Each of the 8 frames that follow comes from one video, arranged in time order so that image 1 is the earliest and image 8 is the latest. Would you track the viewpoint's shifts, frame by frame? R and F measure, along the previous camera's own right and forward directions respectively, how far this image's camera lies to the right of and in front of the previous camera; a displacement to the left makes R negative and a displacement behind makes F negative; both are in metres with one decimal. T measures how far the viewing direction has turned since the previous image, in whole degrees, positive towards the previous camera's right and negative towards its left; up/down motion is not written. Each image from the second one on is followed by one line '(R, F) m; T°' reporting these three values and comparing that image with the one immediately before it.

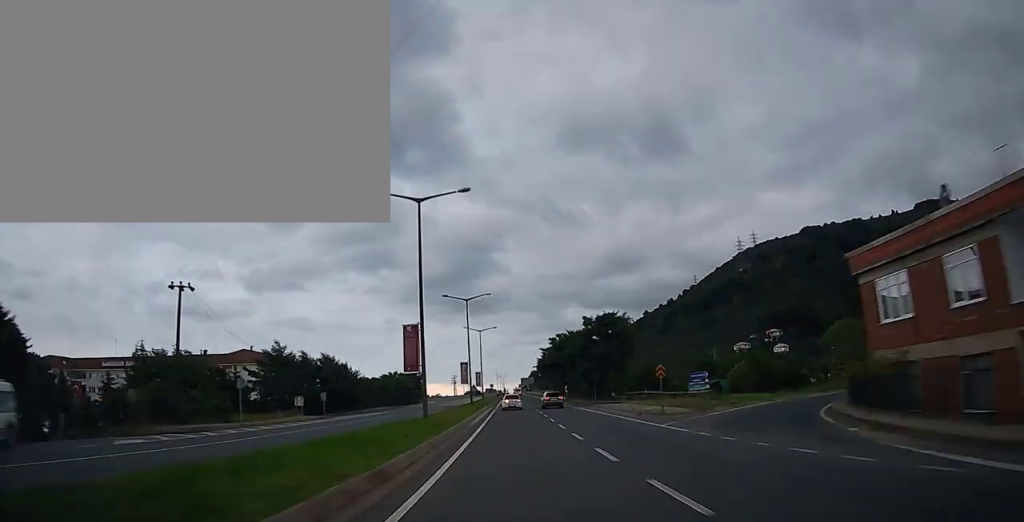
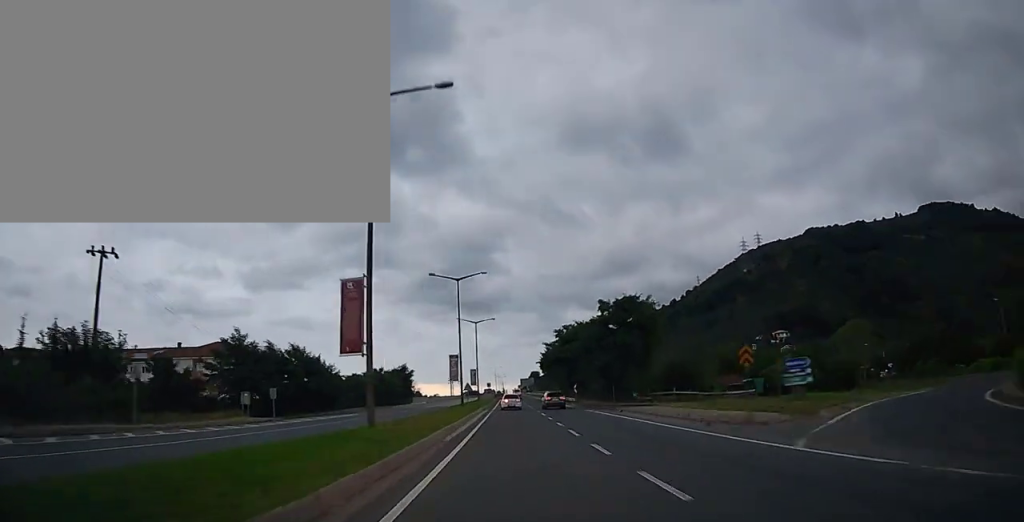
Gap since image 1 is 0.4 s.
(-0.1, +11.0) m; 0°
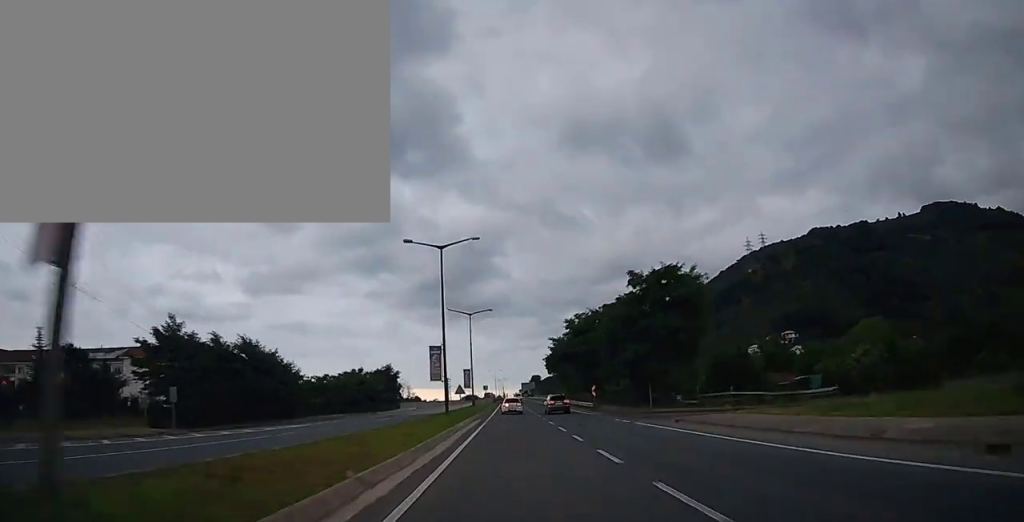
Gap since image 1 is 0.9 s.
(+0.1, +12.9) m; 0°
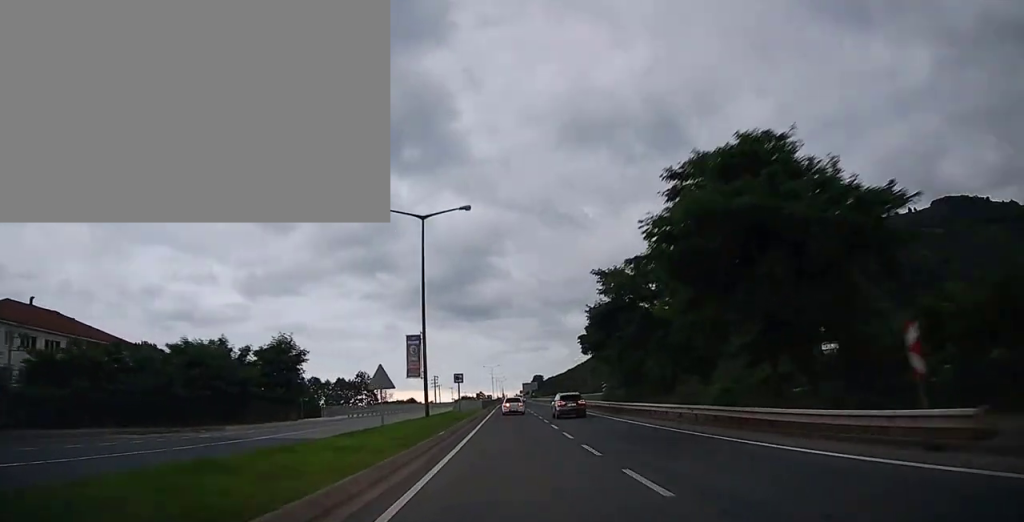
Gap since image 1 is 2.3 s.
(0.0, +39.0) m; 0°
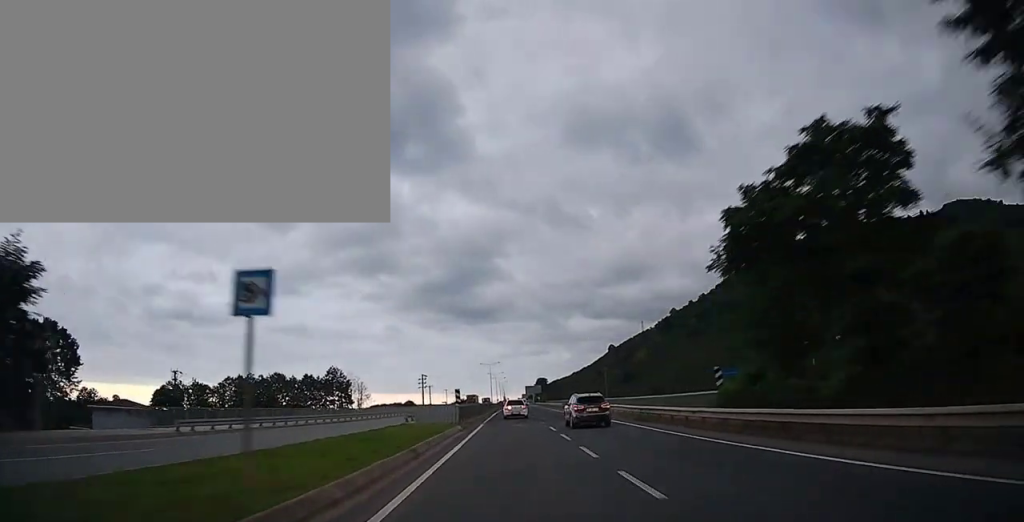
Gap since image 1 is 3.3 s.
(0.0, +29.1) m; 0°
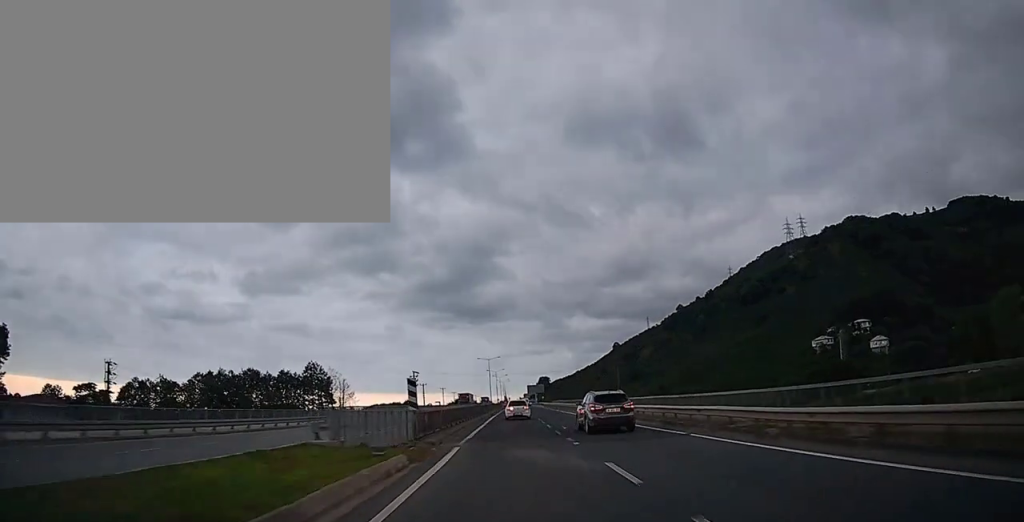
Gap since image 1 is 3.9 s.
(0.0, +16.2) m; 0°
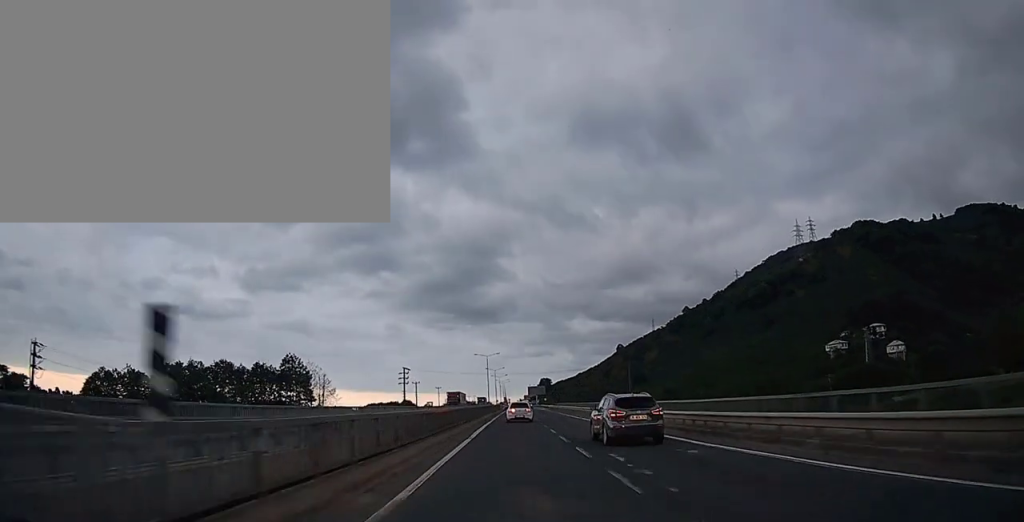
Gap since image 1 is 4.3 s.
(0.0, +13.4) m; 0°
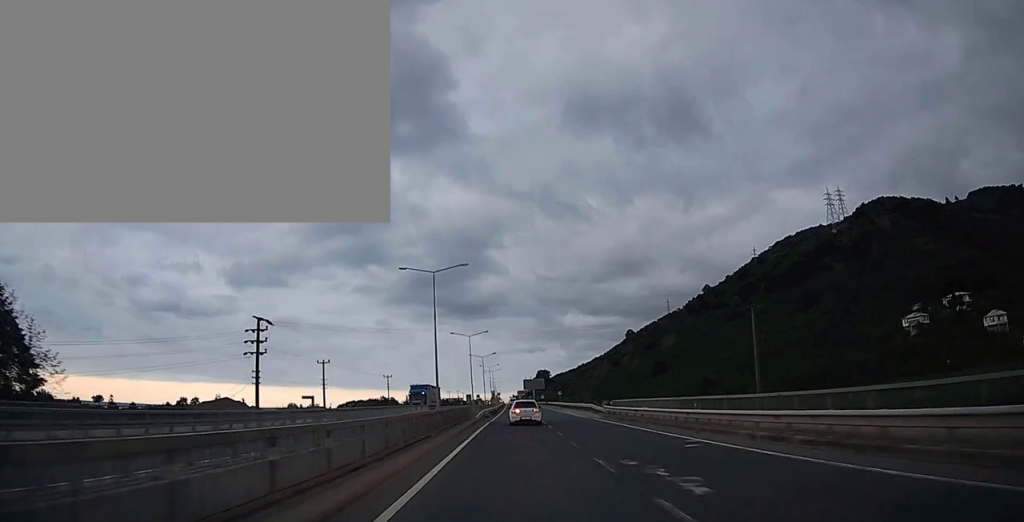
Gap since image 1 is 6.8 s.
(+0.5, +71.9) m; 0°
